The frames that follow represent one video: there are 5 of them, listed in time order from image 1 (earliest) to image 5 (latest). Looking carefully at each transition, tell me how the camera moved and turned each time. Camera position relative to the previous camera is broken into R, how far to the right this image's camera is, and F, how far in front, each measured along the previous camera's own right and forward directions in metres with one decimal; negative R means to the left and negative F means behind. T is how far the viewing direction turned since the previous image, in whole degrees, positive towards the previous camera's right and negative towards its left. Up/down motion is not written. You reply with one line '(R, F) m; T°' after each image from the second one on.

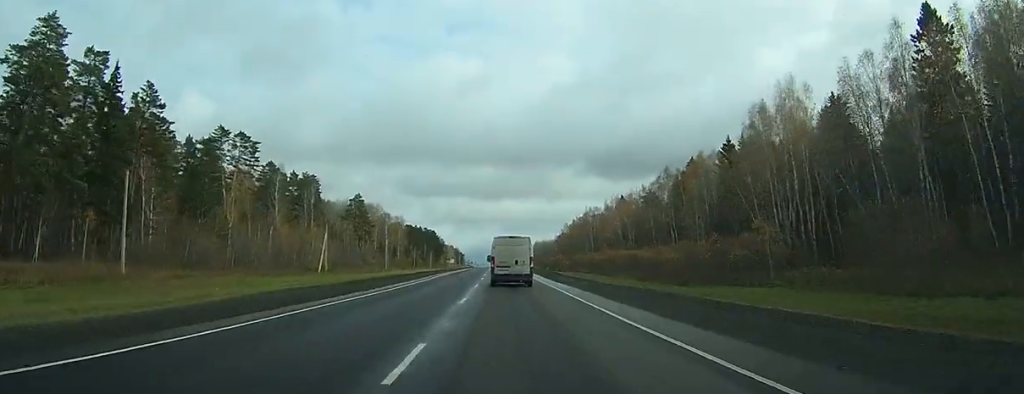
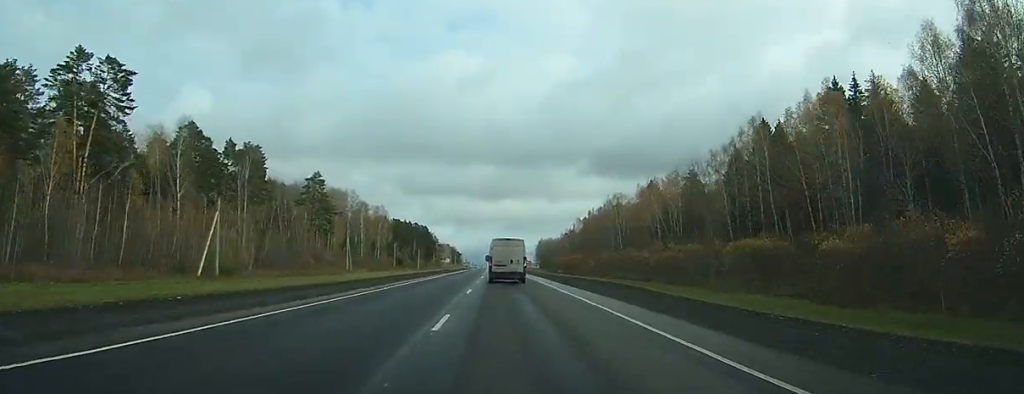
(-0.3, +45.8) m; 0°
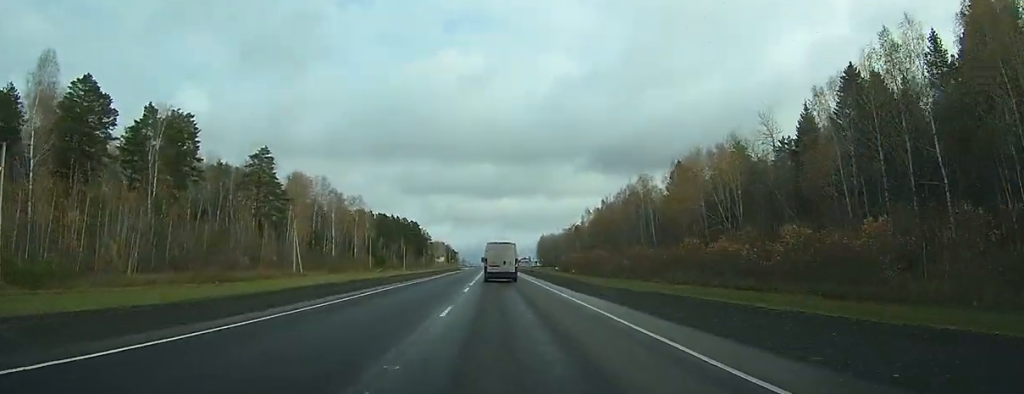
(0.0, +33.2) m; 0°
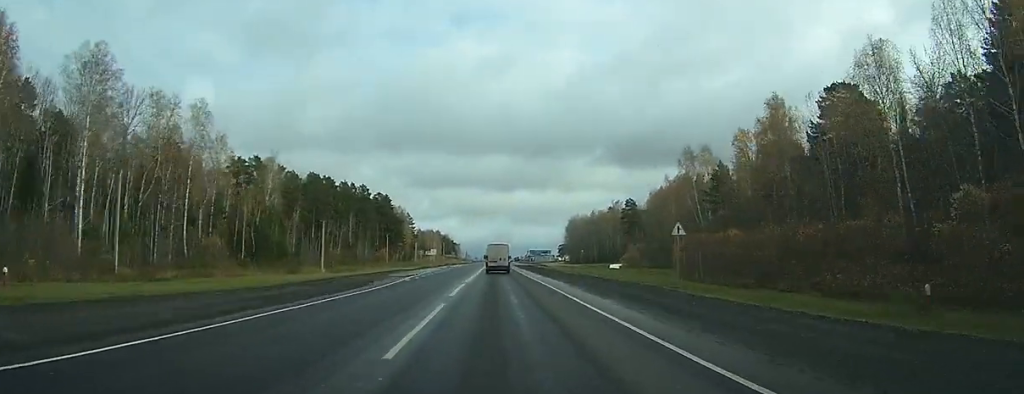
(+0.3, +105.5) m; 0°
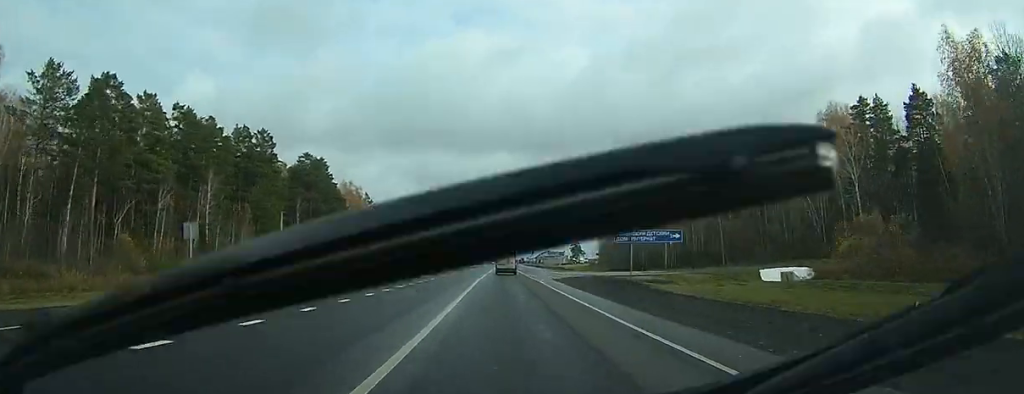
(-0.8, +87.5) m; -1°
